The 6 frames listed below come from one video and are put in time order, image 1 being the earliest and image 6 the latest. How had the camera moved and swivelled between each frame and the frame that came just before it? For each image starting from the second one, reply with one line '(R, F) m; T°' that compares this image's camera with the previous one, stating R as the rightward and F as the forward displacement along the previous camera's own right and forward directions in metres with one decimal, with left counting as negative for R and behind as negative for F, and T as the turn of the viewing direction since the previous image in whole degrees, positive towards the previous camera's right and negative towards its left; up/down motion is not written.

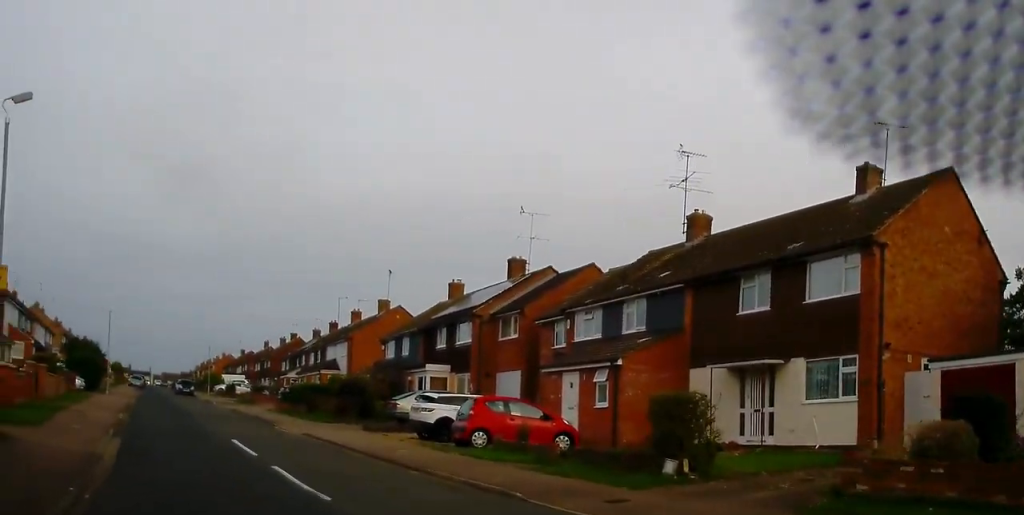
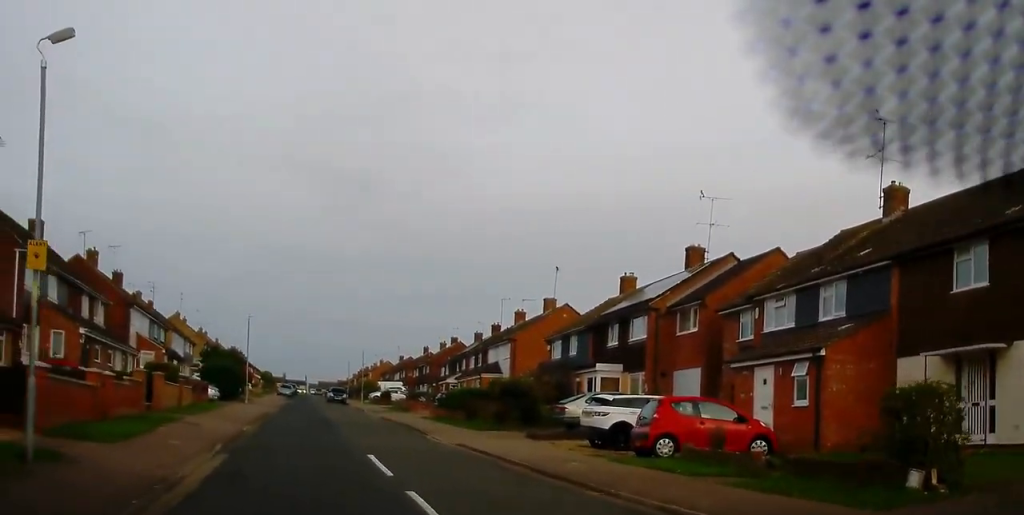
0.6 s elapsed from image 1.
(-0.3, +3.2) m; -10°
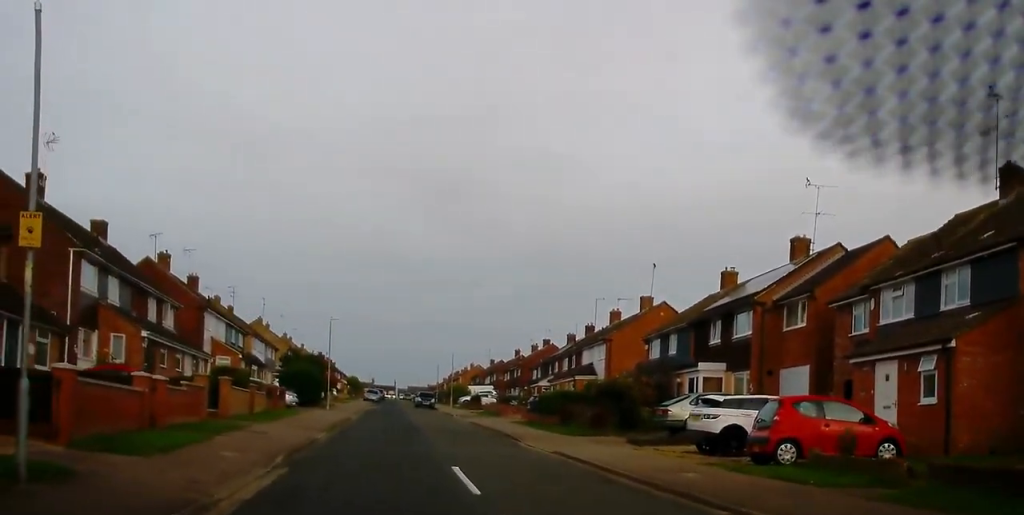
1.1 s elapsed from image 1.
(-0.1, +2.1) m; -4°
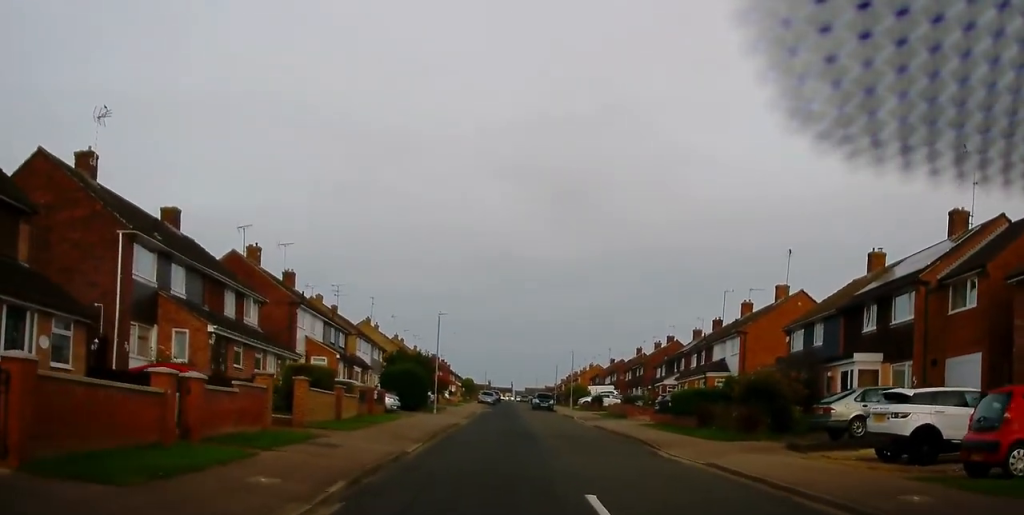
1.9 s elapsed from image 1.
(-0.2, +4.4) m; -6°
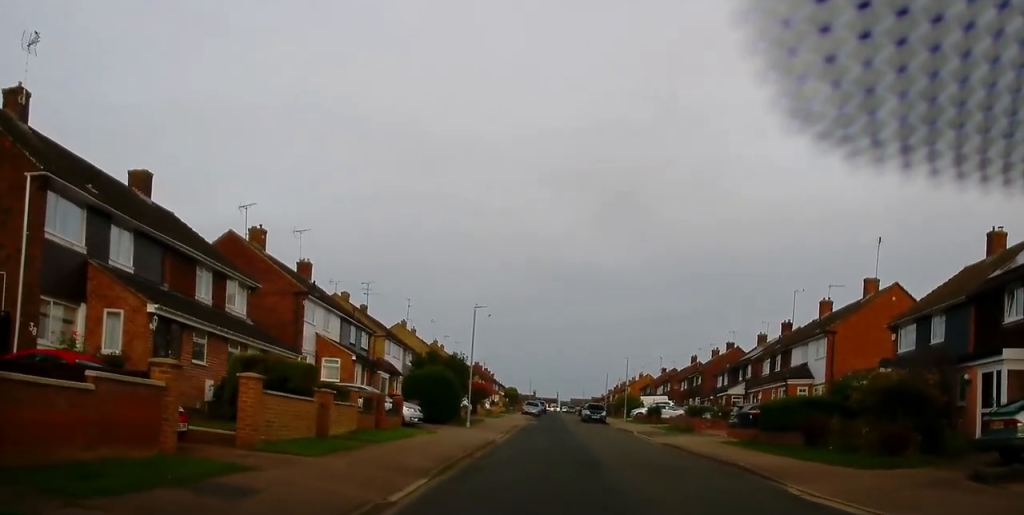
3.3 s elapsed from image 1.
(-0.5, +7.0) m; -3°
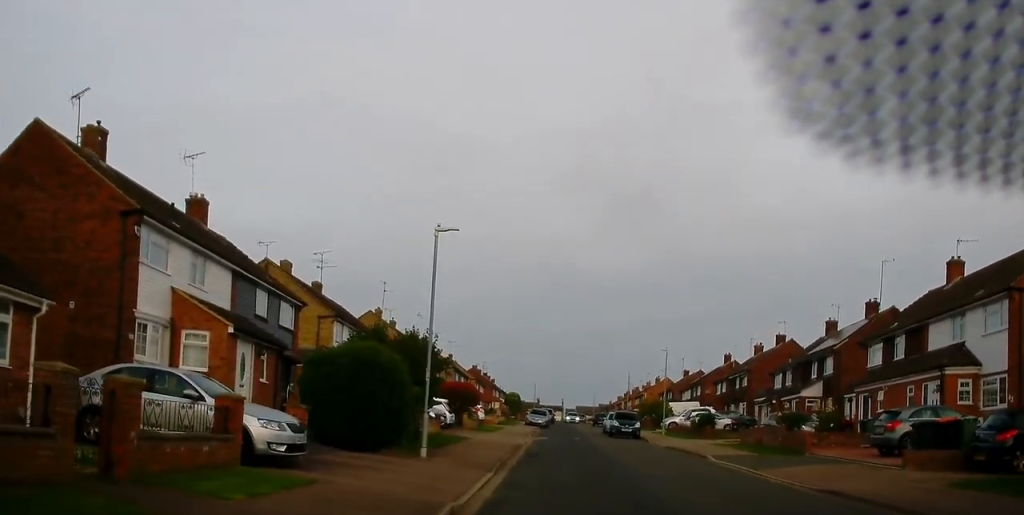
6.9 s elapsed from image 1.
(-0.6, +15.8) m; -2°
